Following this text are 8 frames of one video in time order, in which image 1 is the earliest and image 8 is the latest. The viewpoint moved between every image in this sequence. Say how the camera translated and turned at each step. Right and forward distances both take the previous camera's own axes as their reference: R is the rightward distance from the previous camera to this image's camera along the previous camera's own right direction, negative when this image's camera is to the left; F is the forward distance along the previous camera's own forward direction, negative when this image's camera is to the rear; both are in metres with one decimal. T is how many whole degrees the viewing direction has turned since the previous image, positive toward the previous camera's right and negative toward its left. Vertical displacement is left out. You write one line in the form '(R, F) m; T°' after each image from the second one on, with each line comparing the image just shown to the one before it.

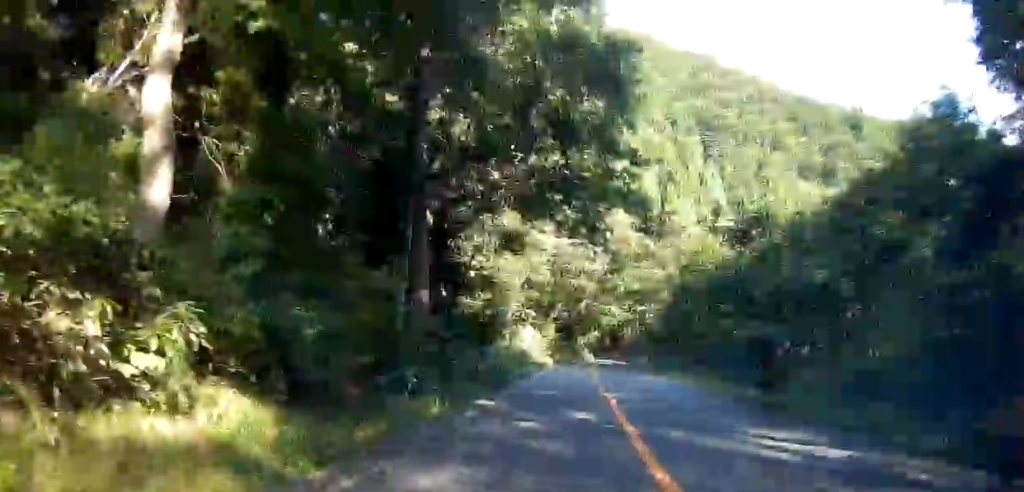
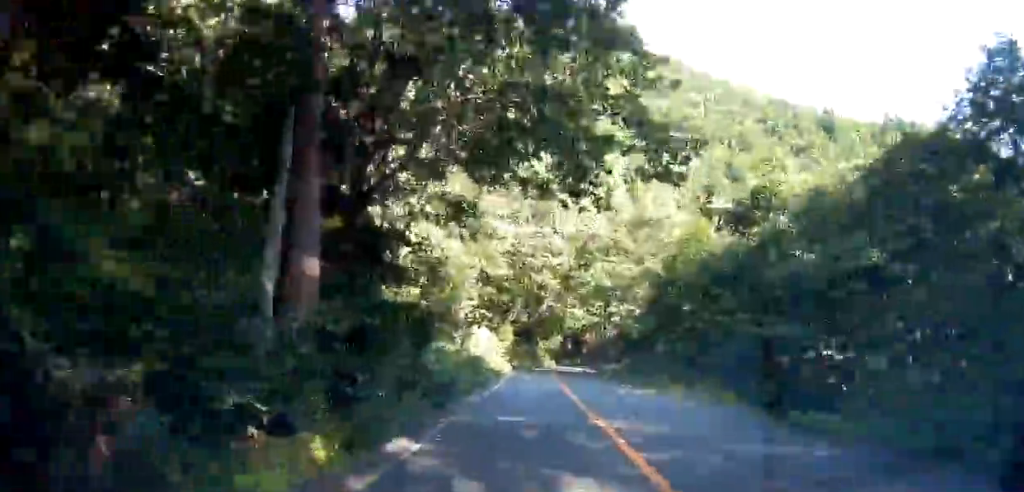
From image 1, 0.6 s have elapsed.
(+0.2, +6.4) m; +3°
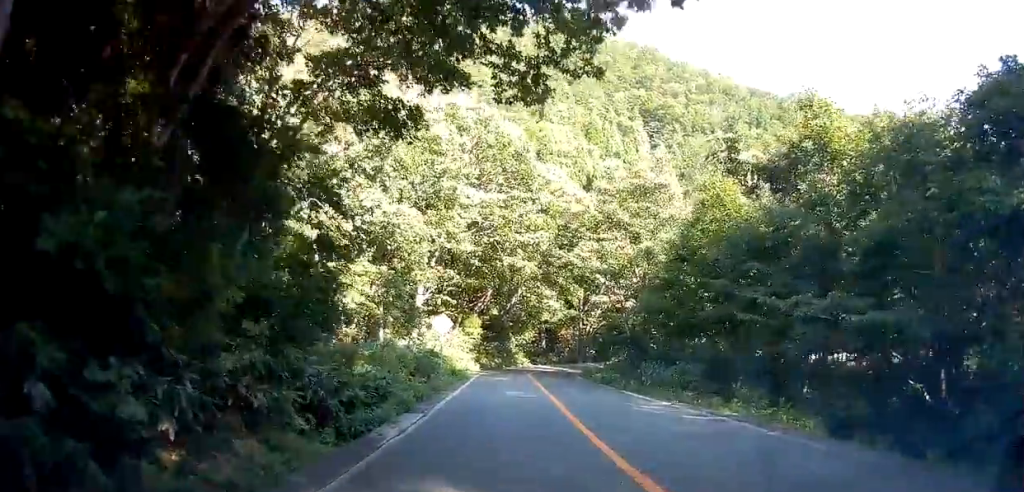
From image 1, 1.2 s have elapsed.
(+0.2, +7.6) m; +3°
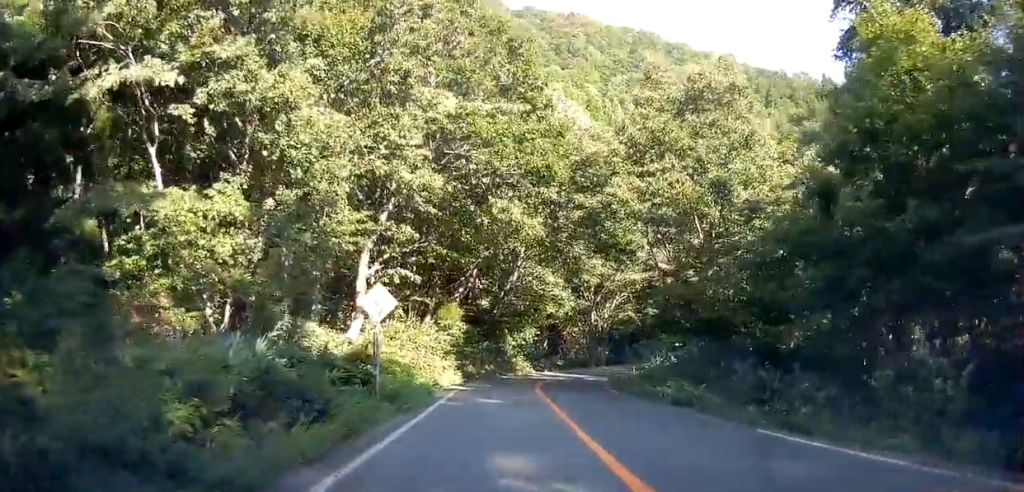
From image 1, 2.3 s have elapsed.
(+0.5, +13.2) m; +3°
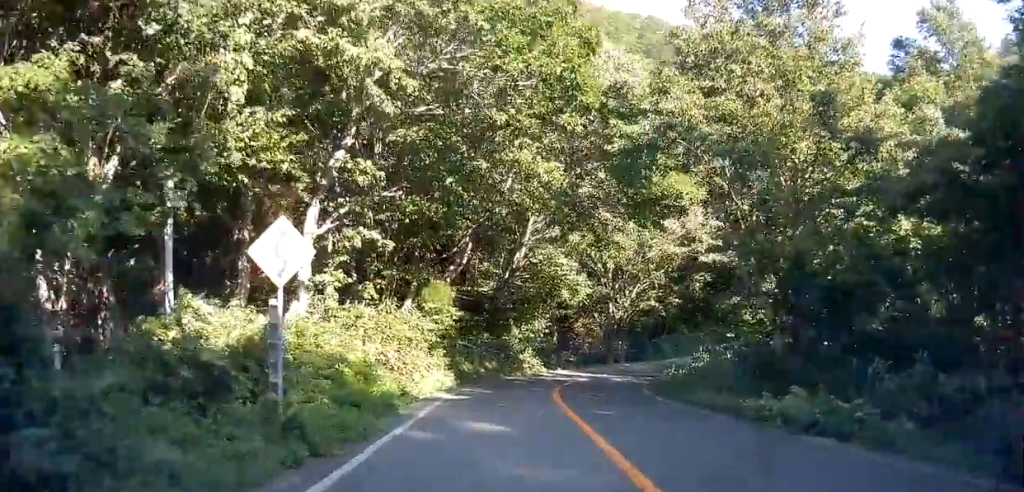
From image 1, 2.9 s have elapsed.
(+0.1, +7.4) m; +1°
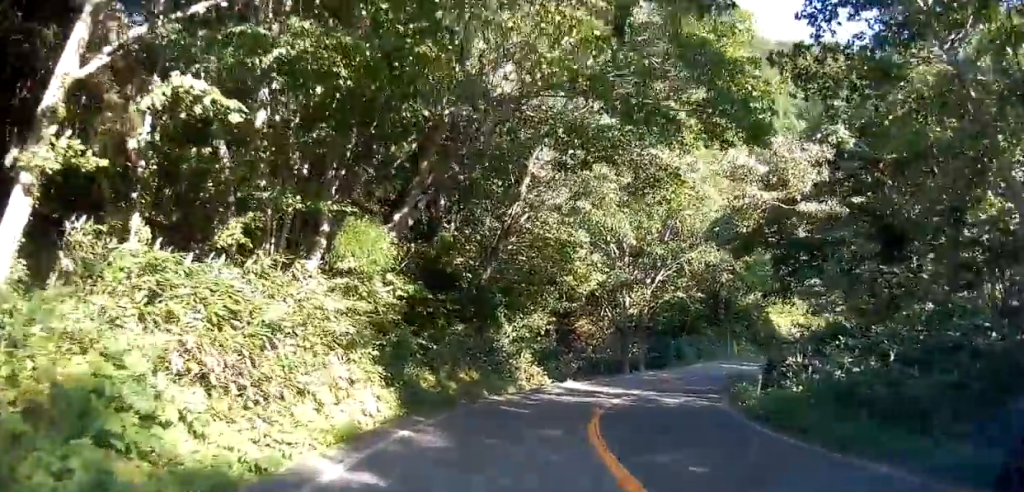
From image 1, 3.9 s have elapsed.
(0.0, +11.0) m; +1°
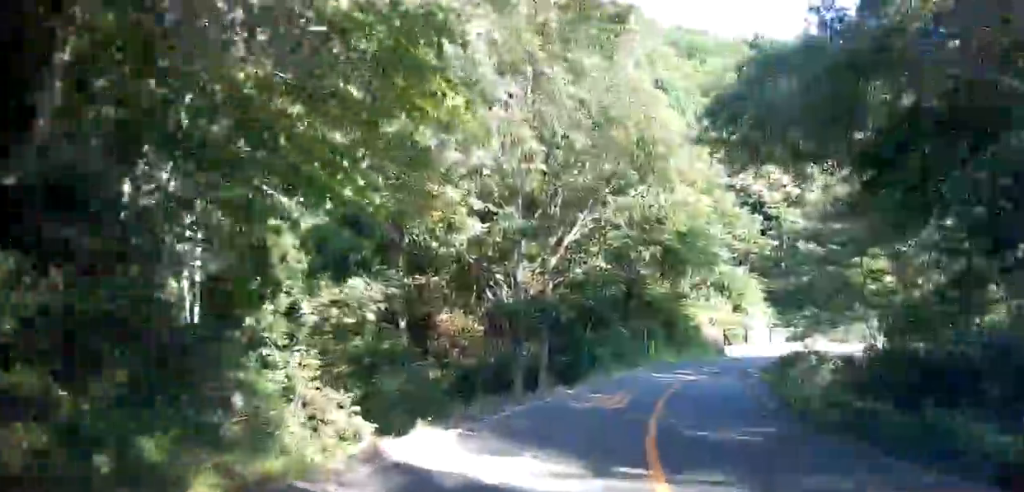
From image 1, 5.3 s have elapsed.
(+0.7, +15.5) m; +13°
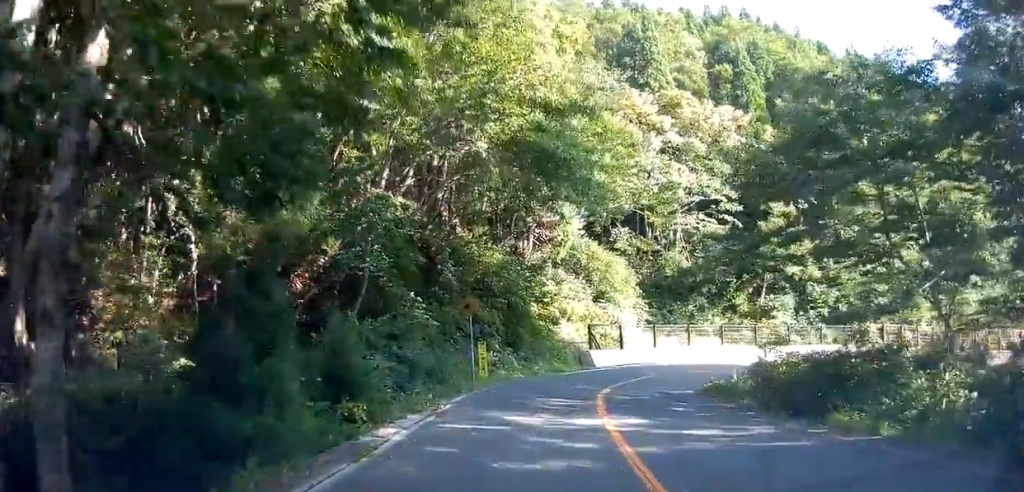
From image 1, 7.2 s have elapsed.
(+4.5, +18.7) m; +21°
